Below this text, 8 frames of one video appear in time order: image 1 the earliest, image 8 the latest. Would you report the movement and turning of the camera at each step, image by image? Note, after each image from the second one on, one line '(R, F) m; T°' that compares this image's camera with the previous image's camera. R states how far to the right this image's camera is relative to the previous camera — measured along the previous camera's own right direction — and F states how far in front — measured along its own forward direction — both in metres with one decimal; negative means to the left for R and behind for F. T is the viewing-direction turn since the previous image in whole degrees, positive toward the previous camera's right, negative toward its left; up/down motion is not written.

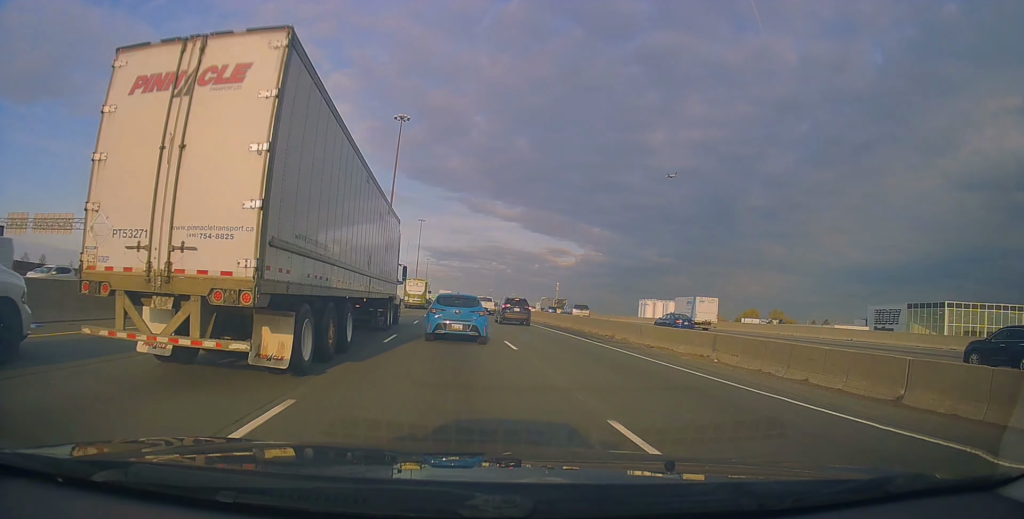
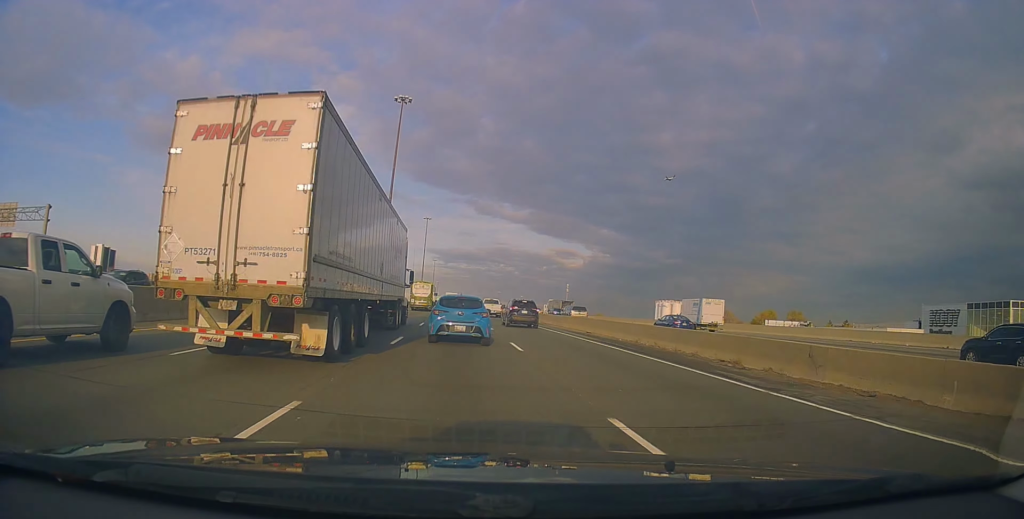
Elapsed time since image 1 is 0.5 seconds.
(-0.1, +12.1) m; 0°
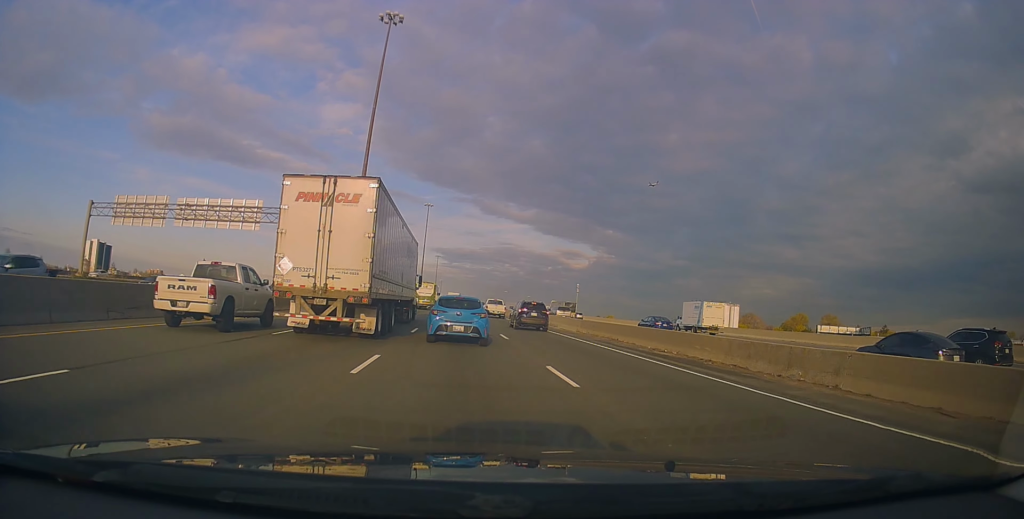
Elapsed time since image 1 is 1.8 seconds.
(-0.1, +30.9) m; 0°
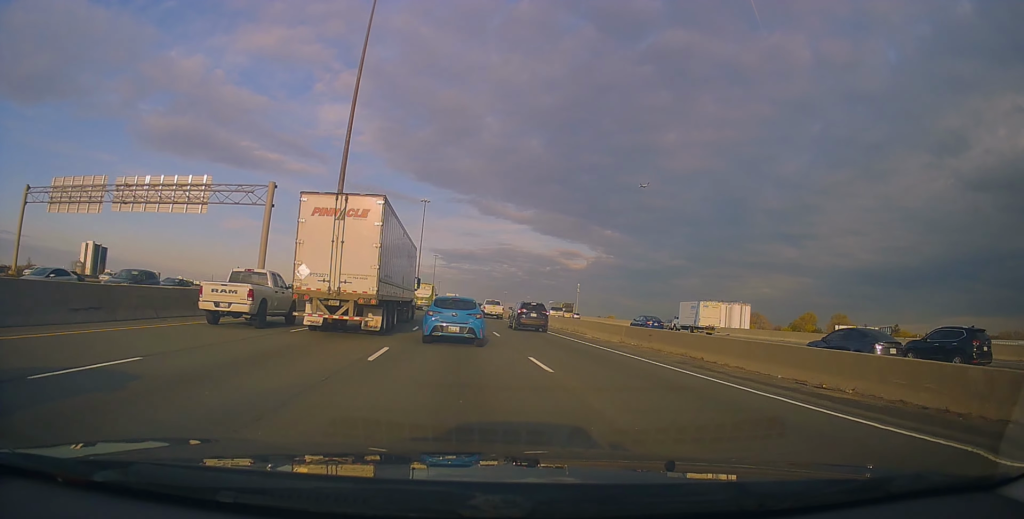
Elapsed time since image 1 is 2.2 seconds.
(0.0, +9.8) m; 0°
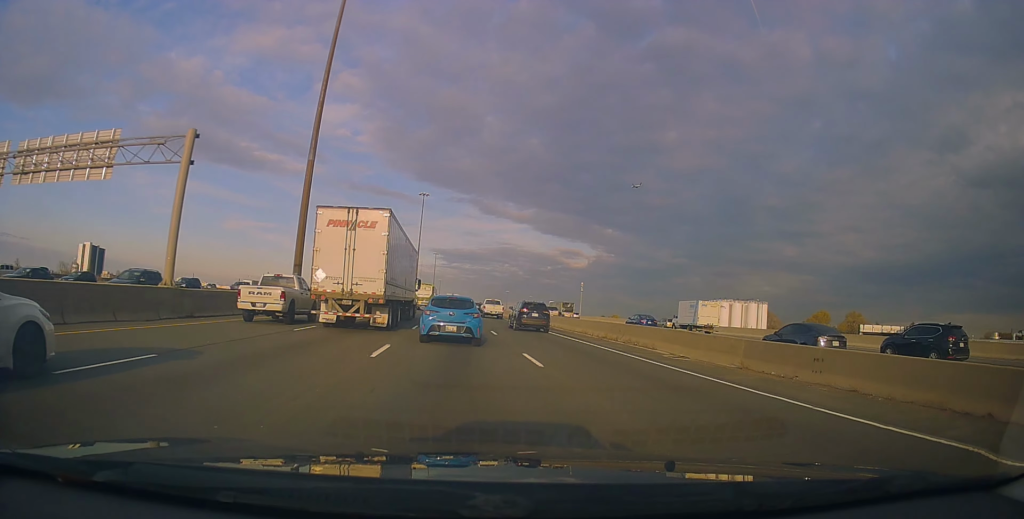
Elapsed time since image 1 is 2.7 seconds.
(0.0, +11.5) m; 0°
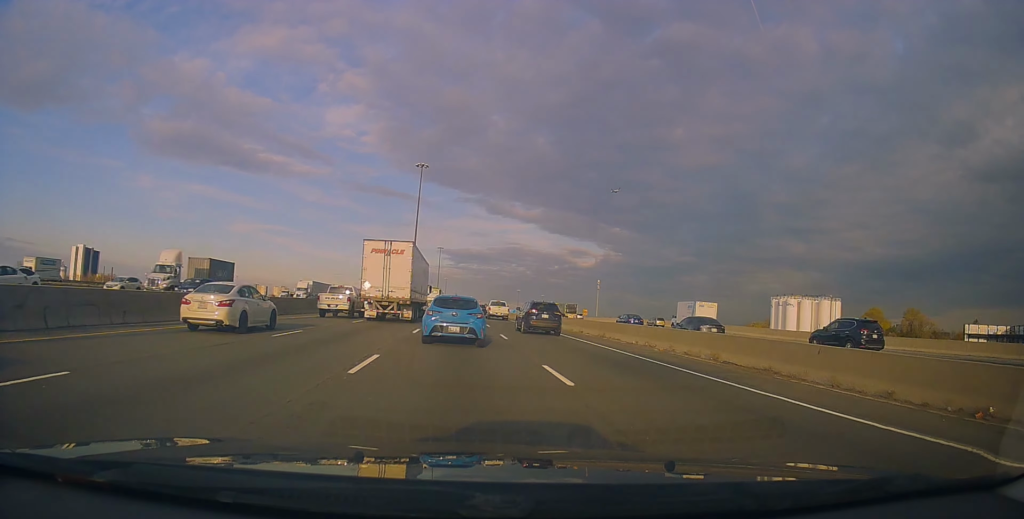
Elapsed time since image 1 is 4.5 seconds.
(-0.8, +39.7) m; -2°
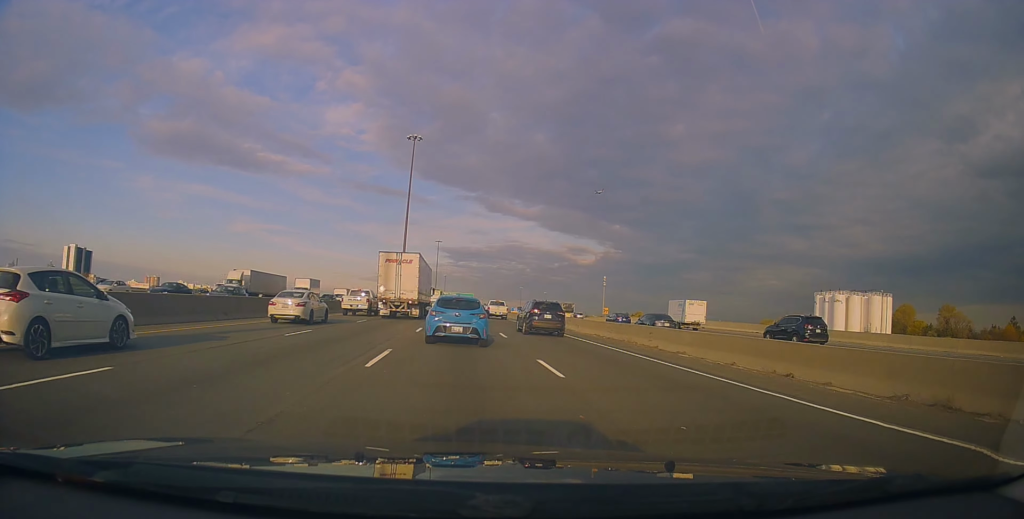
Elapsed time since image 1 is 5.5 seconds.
(0.0, +23.6) m; +1°
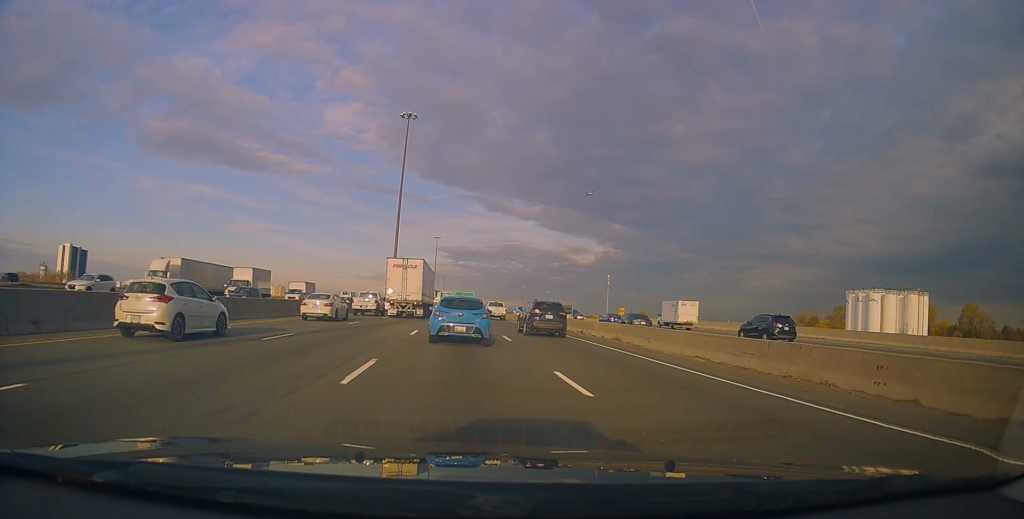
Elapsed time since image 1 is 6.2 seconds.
(+0.6, +14.5) m; 0°
